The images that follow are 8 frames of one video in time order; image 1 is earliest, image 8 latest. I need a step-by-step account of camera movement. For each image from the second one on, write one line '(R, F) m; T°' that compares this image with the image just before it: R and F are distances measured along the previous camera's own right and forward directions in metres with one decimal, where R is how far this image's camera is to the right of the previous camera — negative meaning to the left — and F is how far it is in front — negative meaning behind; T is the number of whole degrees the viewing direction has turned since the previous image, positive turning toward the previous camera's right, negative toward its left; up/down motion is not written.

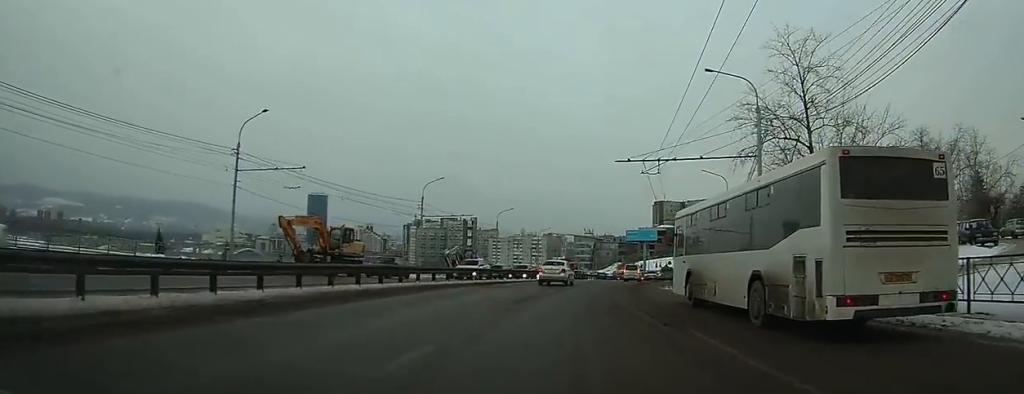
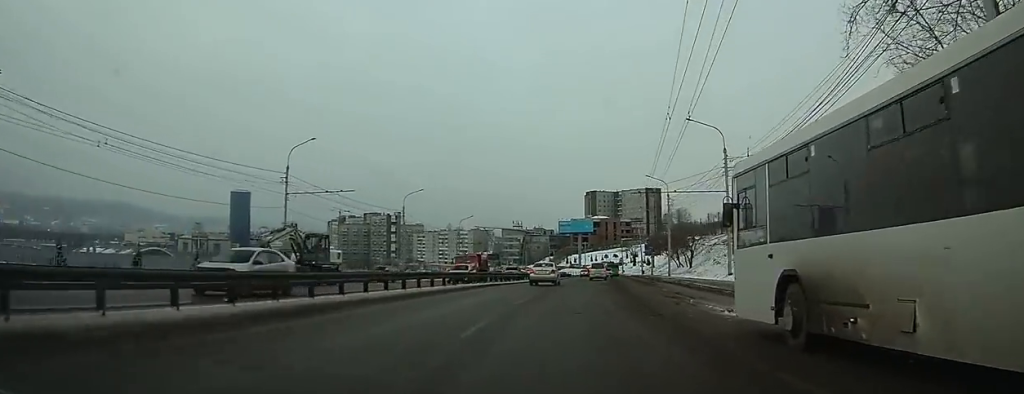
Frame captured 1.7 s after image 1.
(+1.1, +21.7) m; +7°
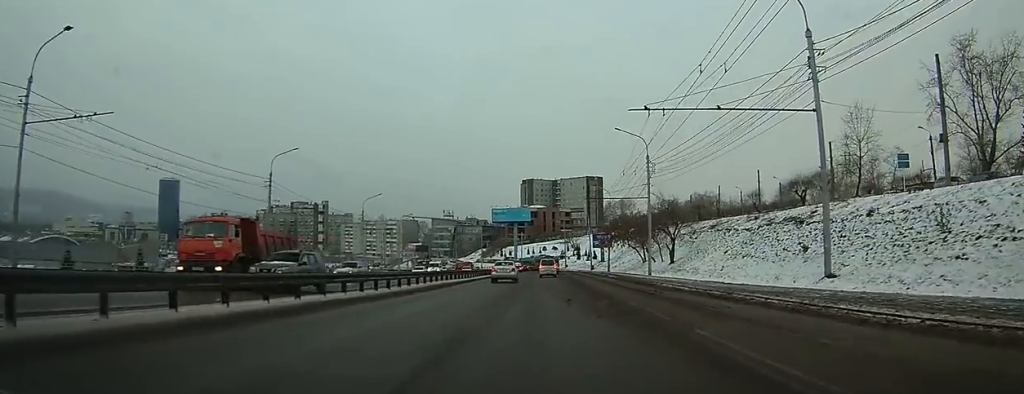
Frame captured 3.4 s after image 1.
(+1.8, +23.9) m; +9°
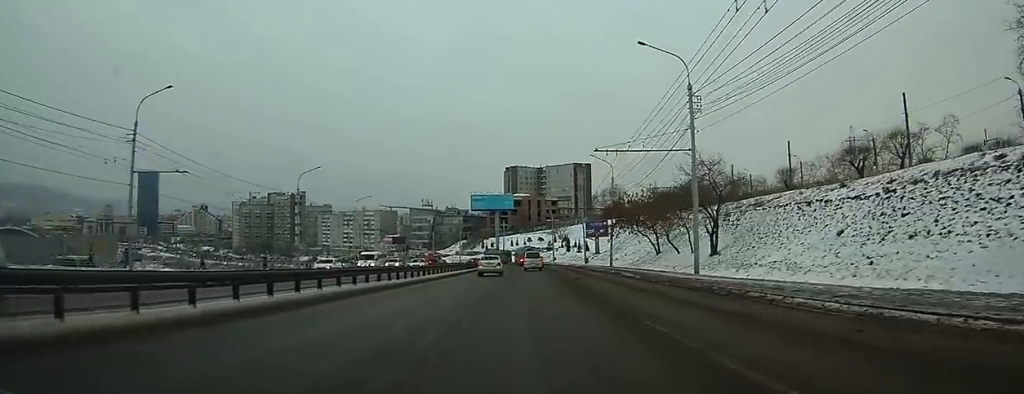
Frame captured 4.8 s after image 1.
(+0.5, +18.6) m; +1°
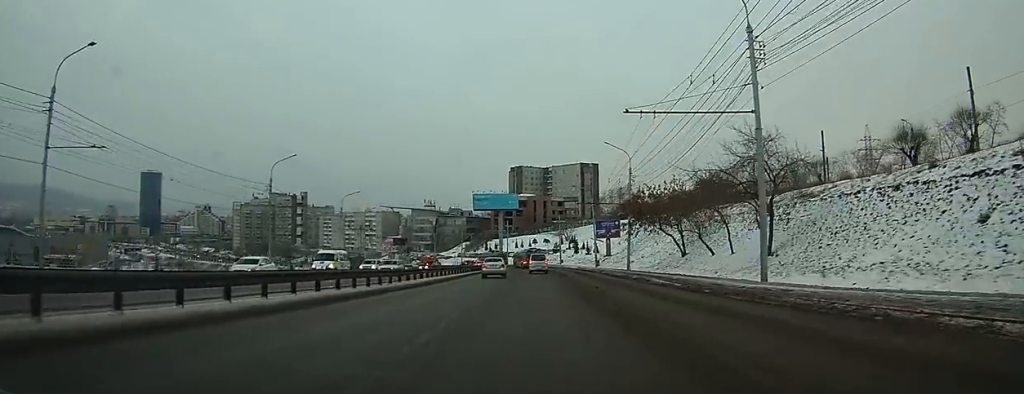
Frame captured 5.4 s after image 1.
(-0.1, +8.5) m; 0°
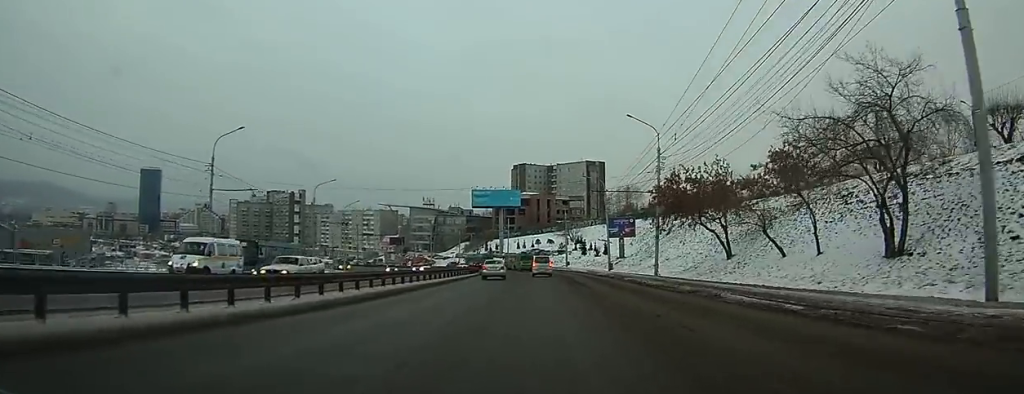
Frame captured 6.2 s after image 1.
(0.0, +11.8) m; +1°
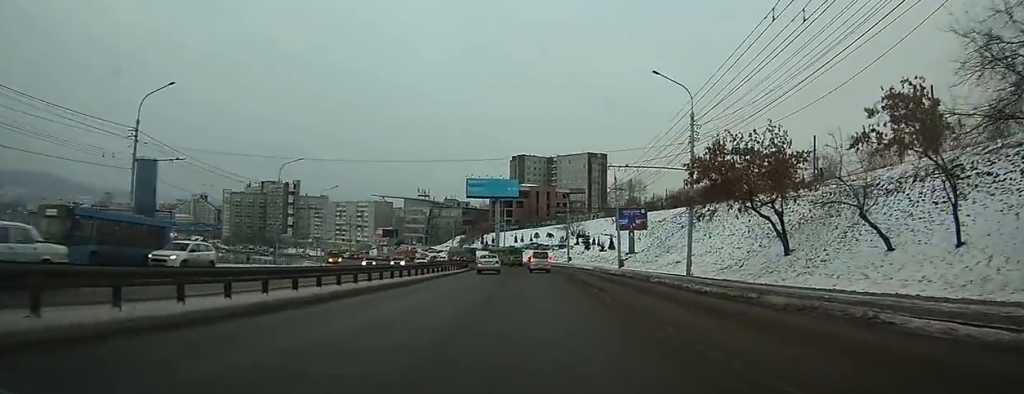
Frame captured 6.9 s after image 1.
(+0.1, +9.9) m; +2°
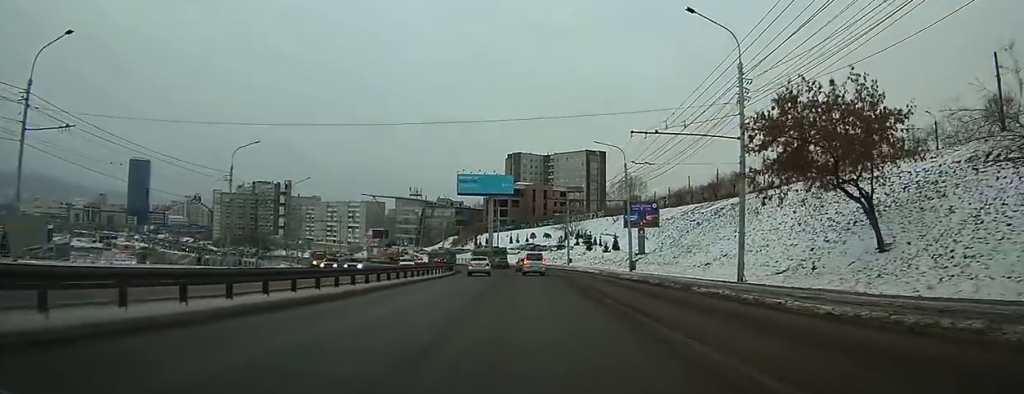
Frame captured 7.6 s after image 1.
(+0.1, +9.5) m; +2°
